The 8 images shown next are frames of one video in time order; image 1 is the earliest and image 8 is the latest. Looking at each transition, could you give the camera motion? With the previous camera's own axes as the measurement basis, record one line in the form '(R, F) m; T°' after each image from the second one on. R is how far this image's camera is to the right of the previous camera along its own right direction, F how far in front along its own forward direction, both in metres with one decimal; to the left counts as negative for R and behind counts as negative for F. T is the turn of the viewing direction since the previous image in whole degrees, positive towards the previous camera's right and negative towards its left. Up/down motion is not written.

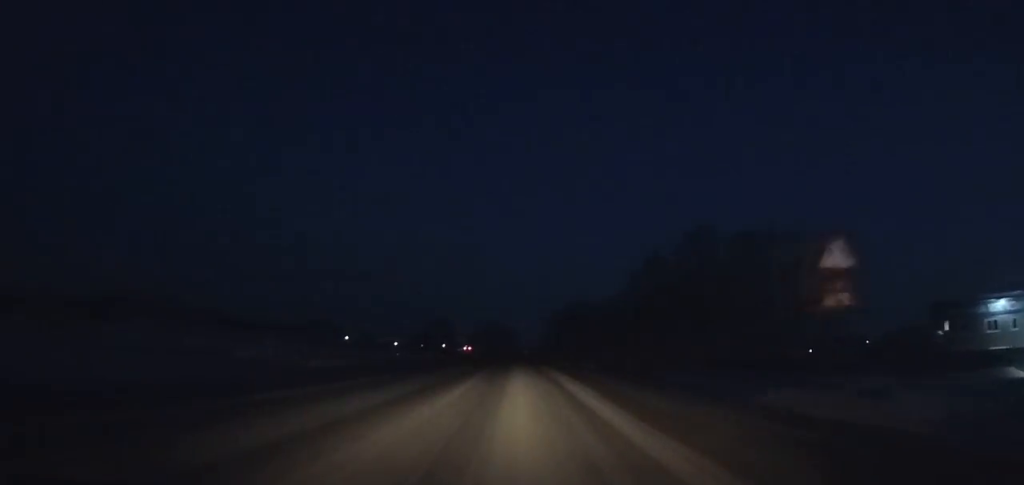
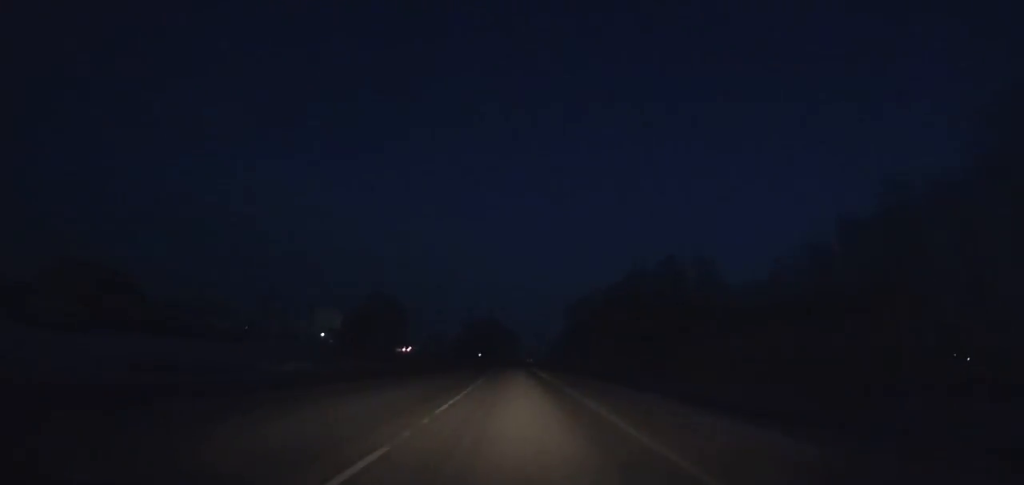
(-0.7, +84.8) m; -2°
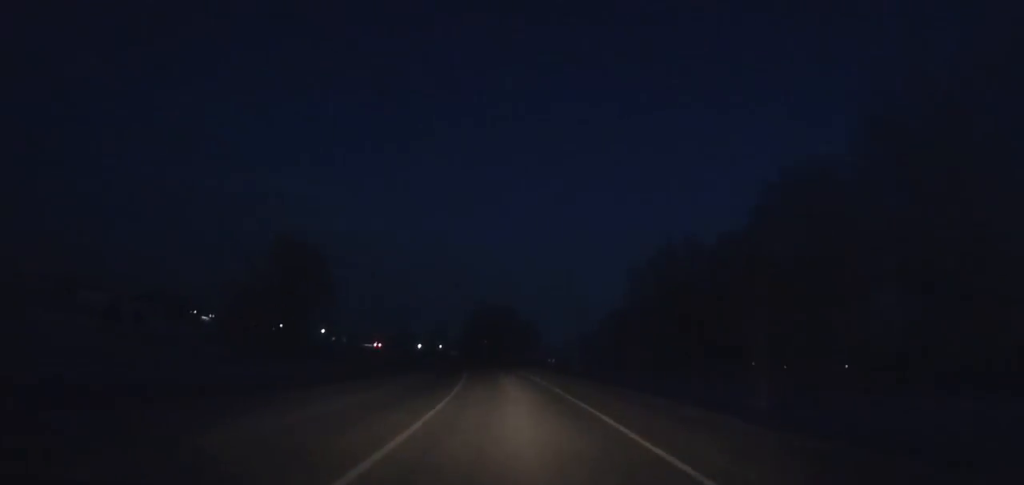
(-0.8, +48.2) m; -4°
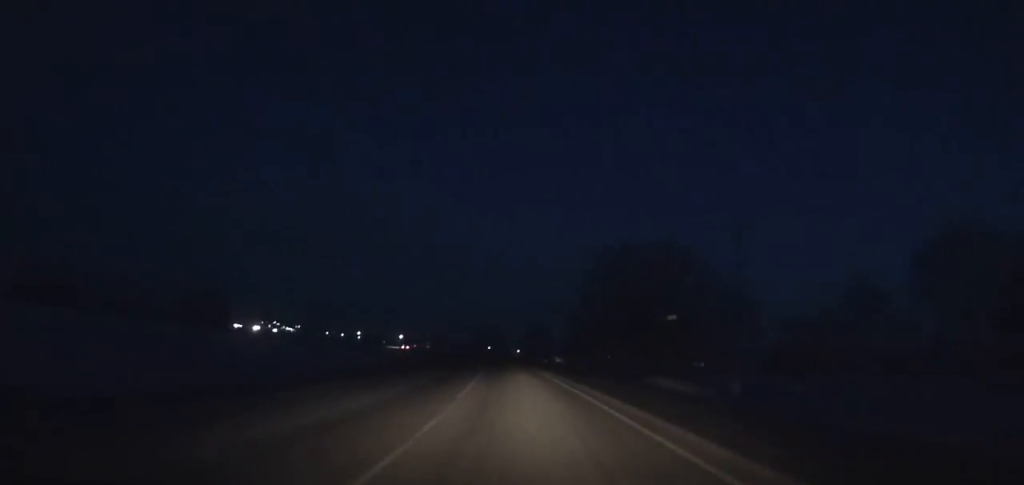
(-6.6, +84.2) m; -8°
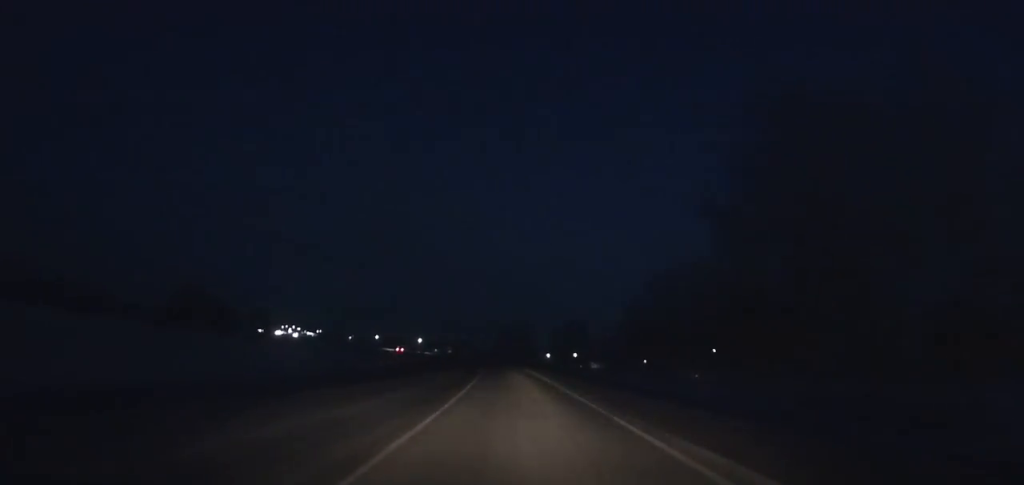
(-0.8, +35.8) m; -3°
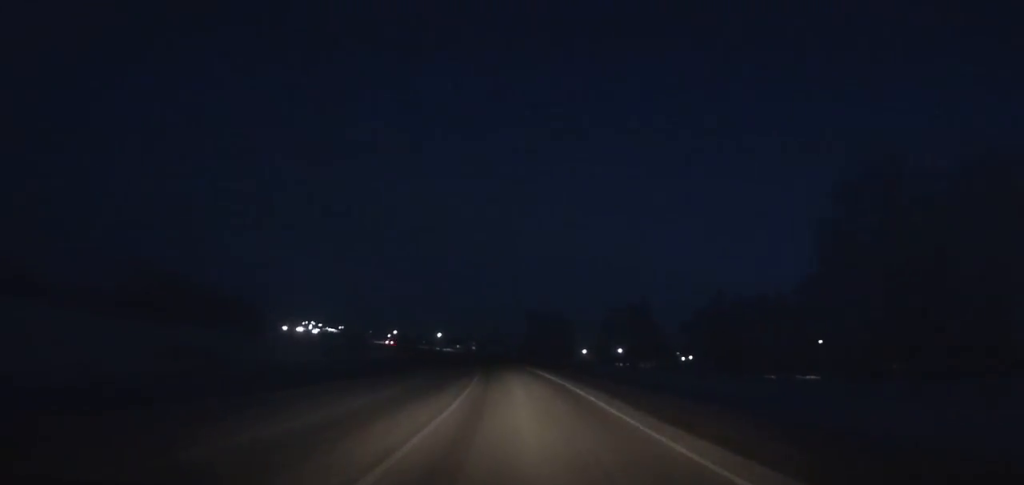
(-0.9, +45.0) m; -4°
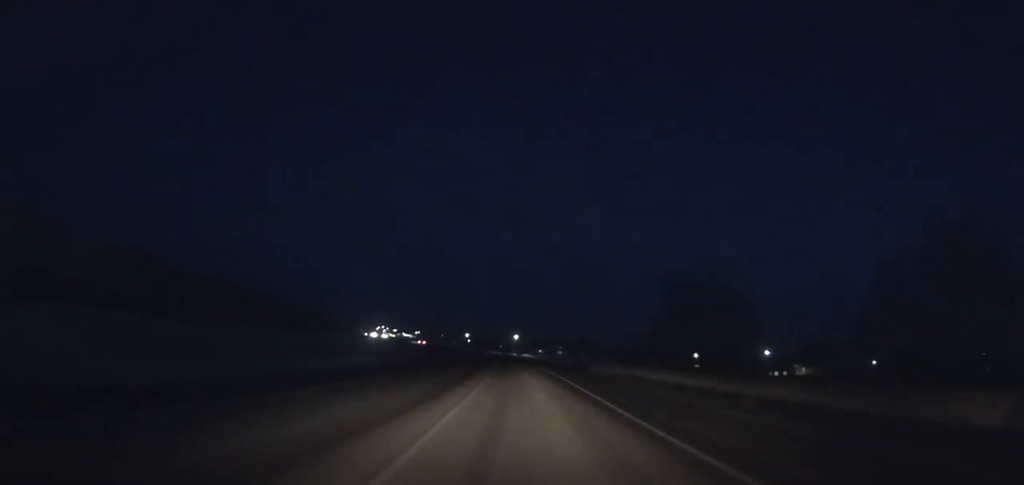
(-4.5, +69.5) m; -7°
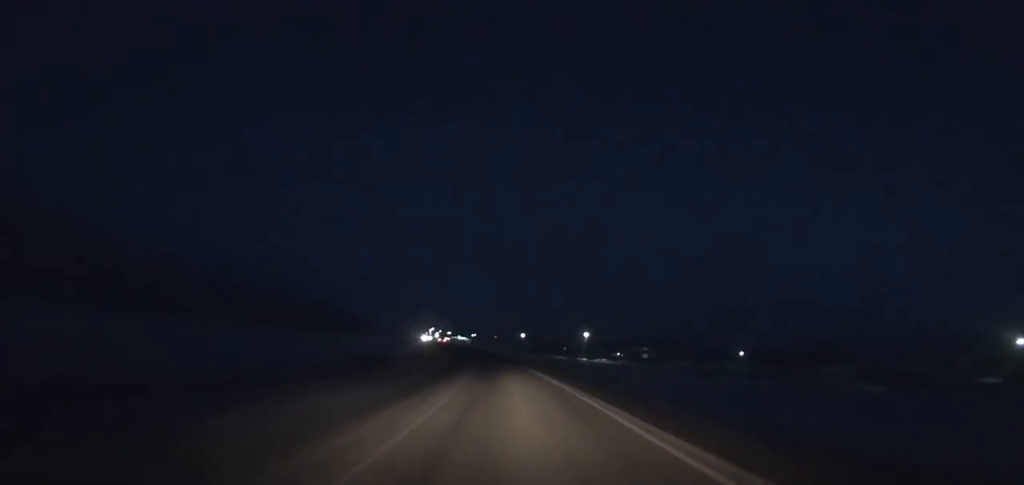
(-4.2, +73.0) m; -7°
